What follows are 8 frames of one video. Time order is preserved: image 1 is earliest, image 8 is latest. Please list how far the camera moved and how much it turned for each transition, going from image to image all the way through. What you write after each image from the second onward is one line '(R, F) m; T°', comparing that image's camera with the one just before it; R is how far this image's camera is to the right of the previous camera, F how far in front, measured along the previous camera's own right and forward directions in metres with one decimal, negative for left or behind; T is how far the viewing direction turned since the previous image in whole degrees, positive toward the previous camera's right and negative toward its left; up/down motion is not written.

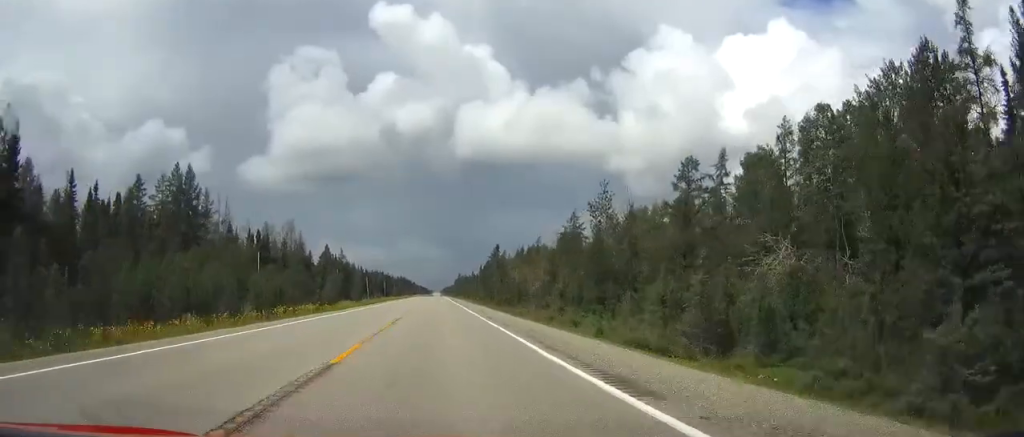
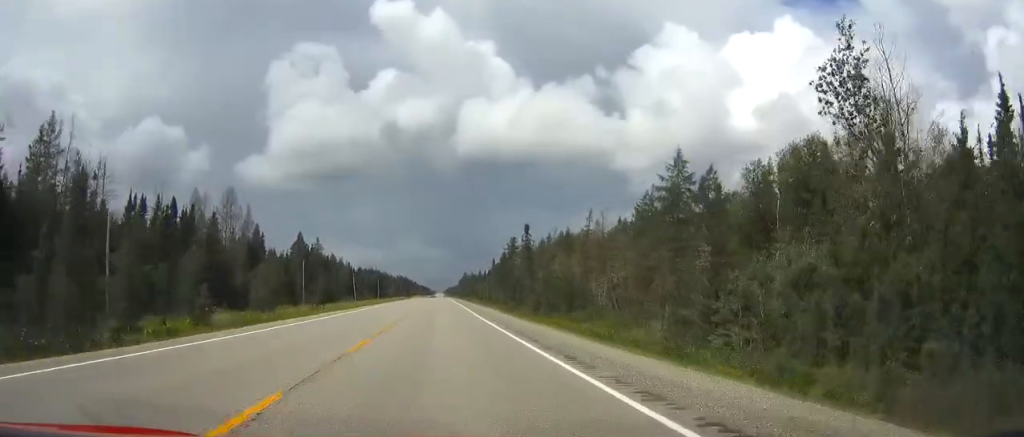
(-0.1, +55.0) m; 0°
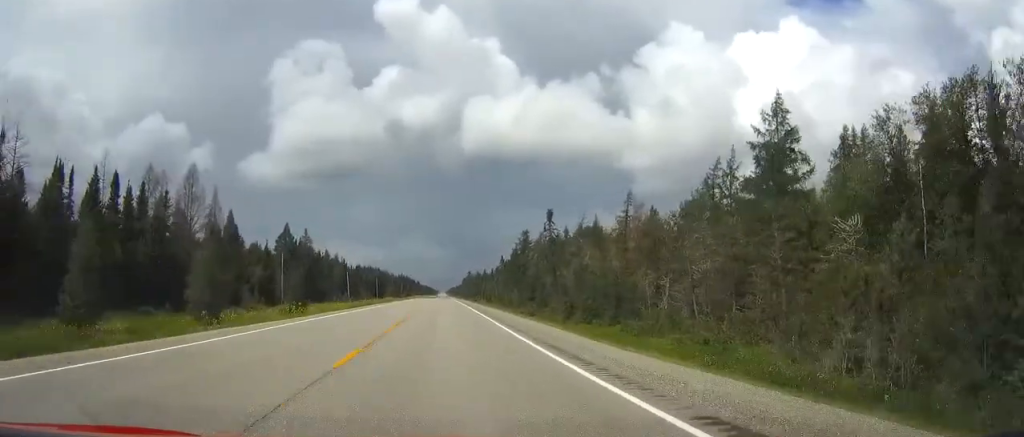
(+0.1, +22.4) m; 0°
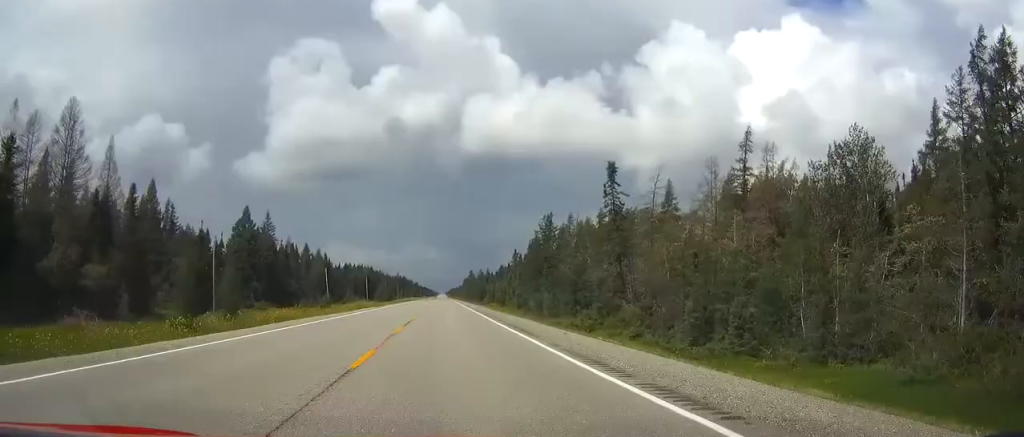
(-0.3, +38.9) m; -1°
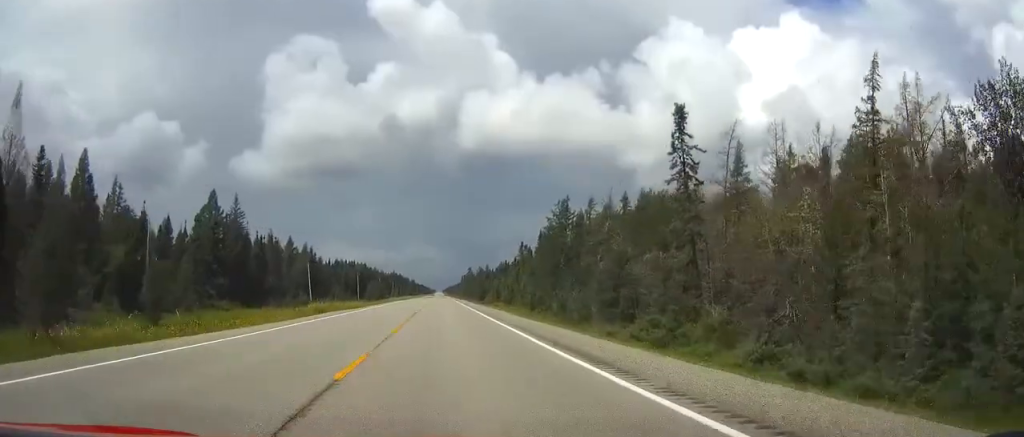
(-0.3, +20.5) m; 0°
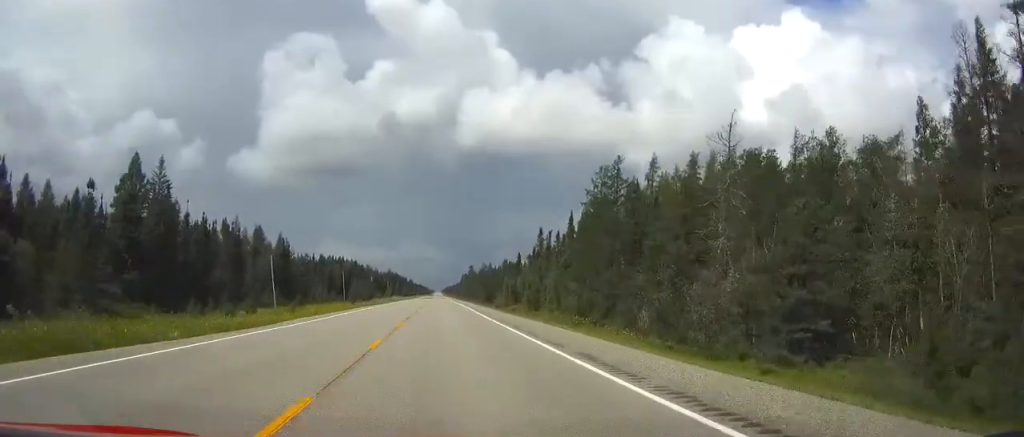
(+0.3, +33.9) m; +1°
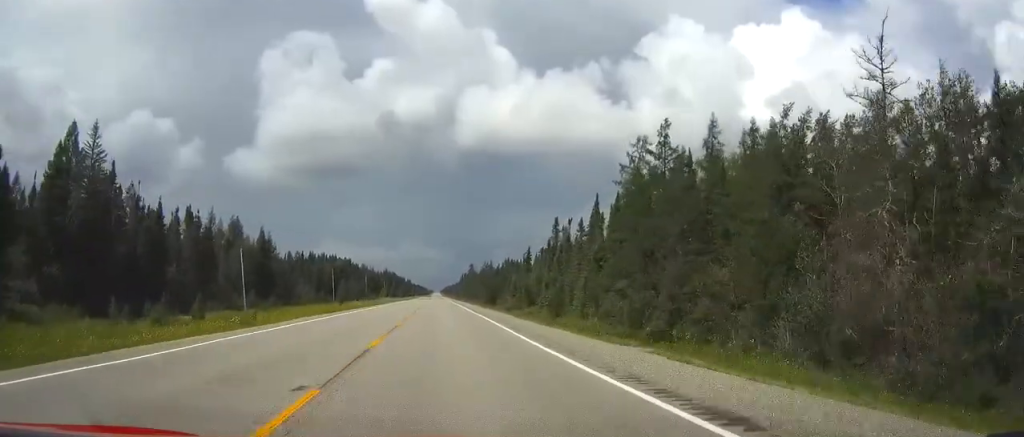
(0.0, +18.5) m; 0°
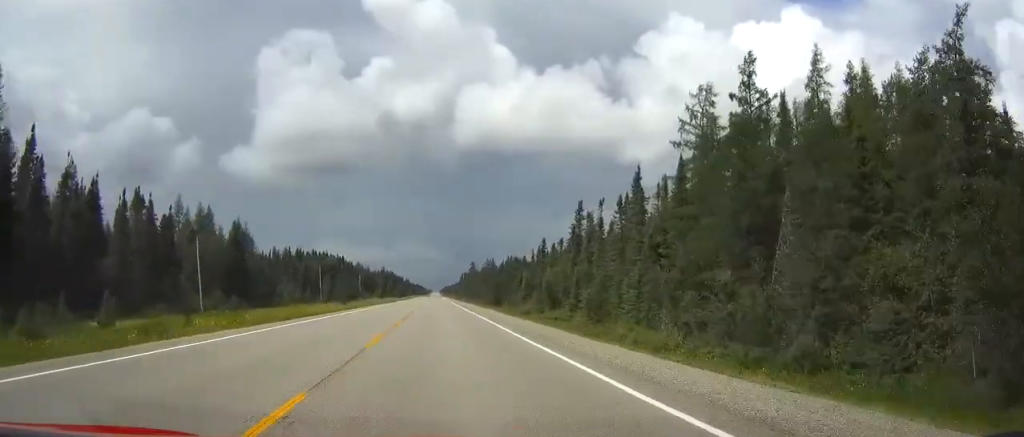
(0.0, +19.5) m; 0°
